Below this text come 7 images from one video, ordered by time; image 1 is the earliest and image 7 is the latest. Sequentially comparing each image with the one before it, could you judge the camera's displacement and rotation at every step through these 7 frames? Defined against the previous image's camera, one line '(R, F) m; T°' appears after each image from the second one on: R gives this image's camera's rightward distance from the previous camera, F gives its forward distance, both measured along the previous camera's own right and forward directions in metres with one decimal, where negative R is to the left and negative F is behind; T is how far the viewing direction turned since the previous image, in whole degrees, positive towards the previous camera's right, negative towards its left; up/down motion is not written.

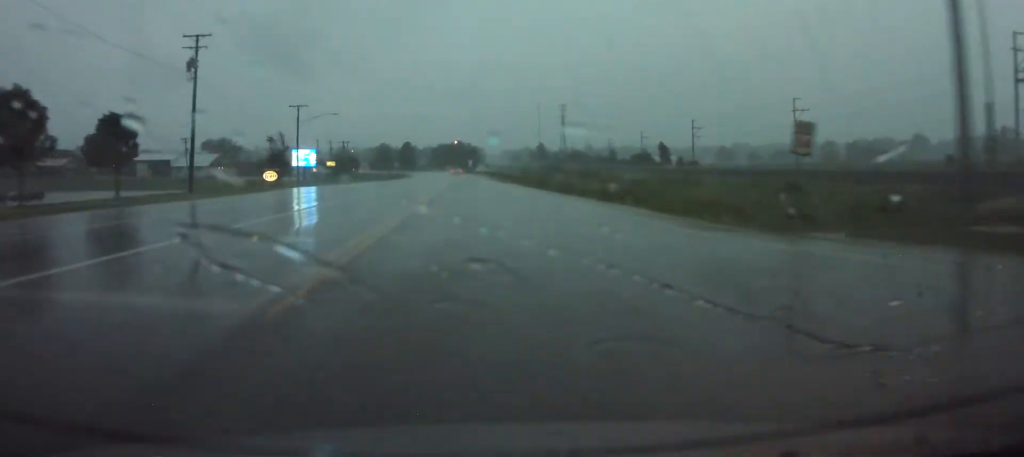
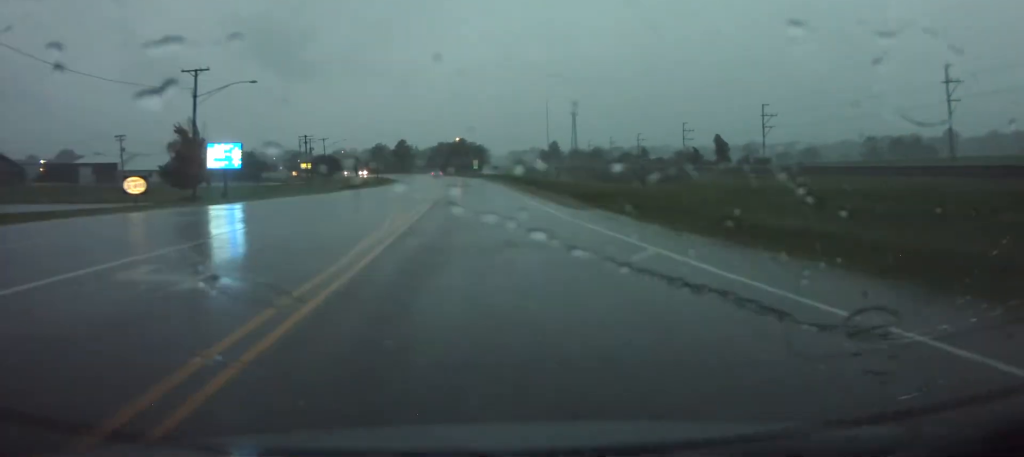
(-0.3, +42.5) m; -1°
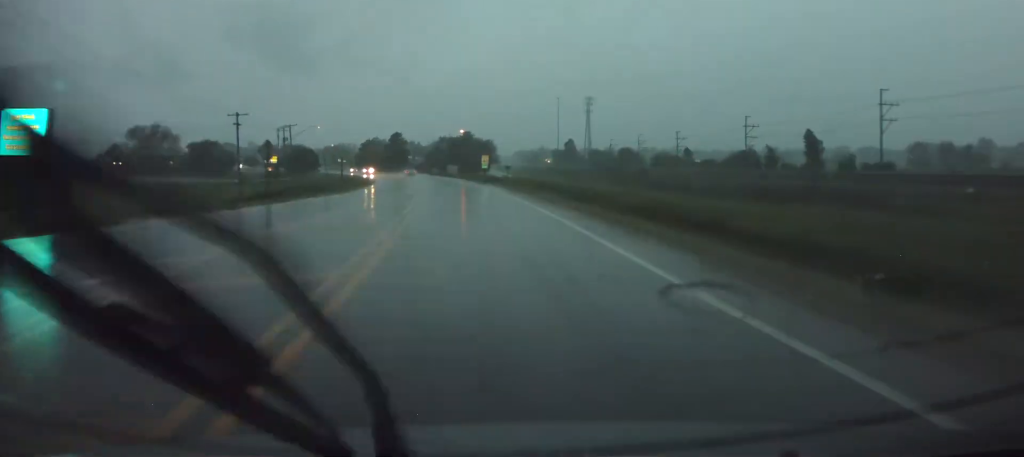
(-0.1, +39.5) m; -1°
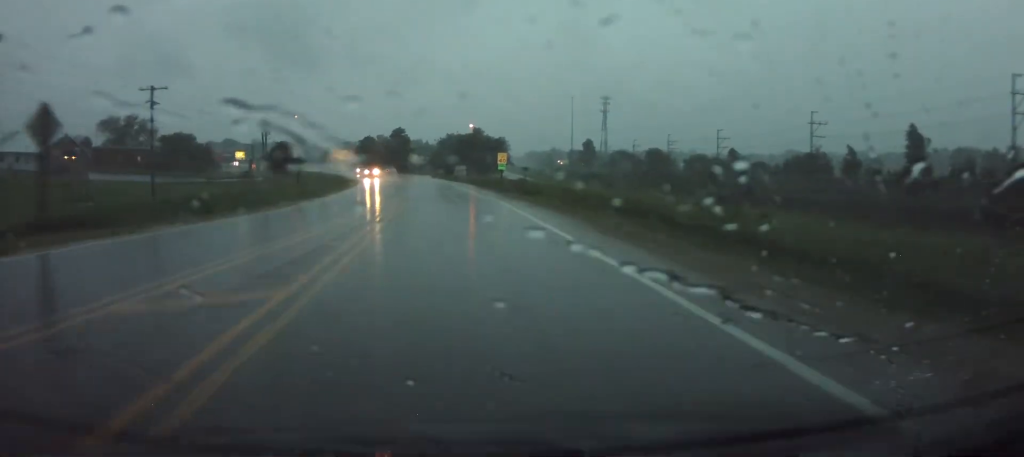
(-0.4, +26.0) m; -1°
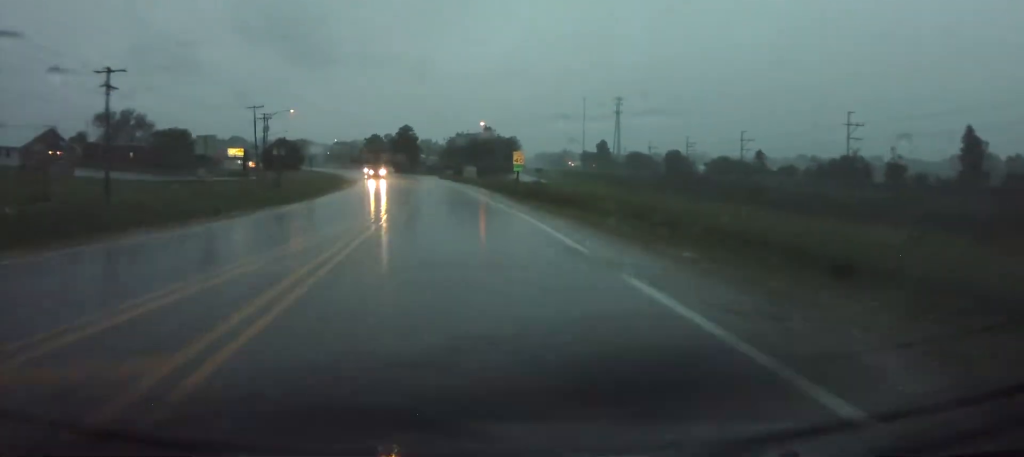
(+0.1, +9.5) m; -1°
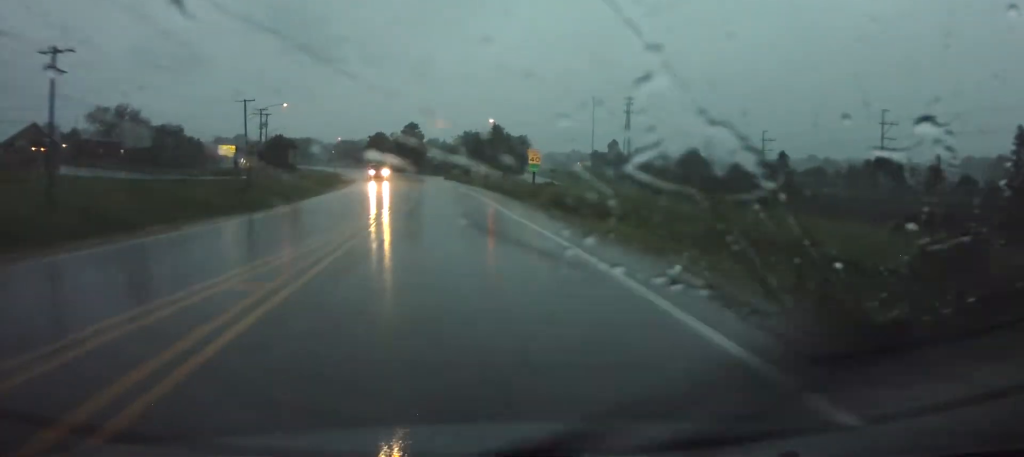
(+0.2, +8.2) m; 0°
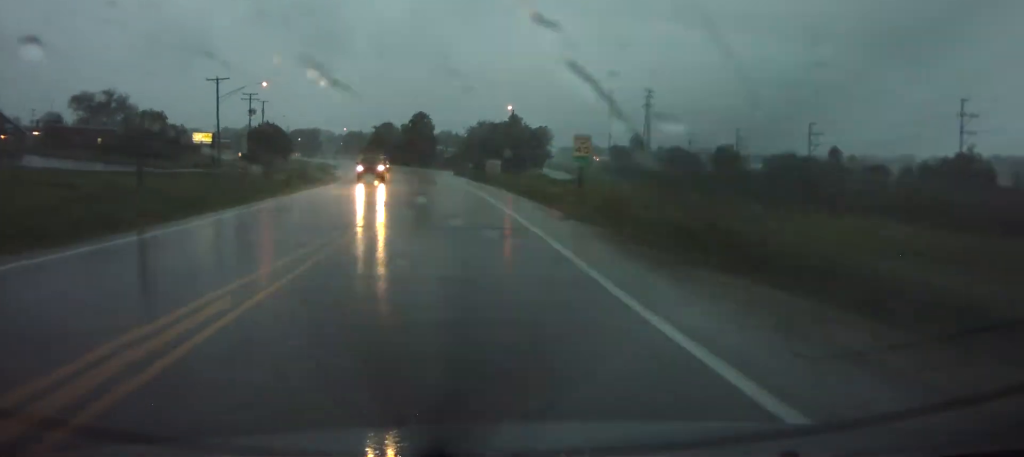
(-0.5, +16.3) m; -1°
